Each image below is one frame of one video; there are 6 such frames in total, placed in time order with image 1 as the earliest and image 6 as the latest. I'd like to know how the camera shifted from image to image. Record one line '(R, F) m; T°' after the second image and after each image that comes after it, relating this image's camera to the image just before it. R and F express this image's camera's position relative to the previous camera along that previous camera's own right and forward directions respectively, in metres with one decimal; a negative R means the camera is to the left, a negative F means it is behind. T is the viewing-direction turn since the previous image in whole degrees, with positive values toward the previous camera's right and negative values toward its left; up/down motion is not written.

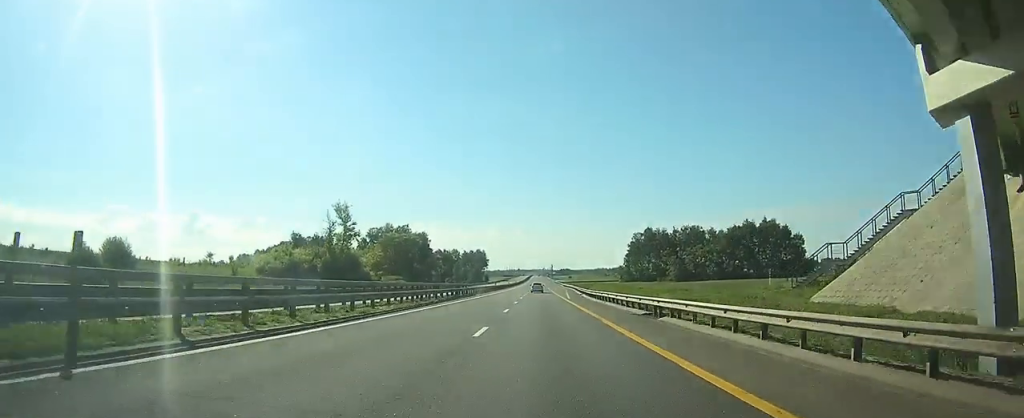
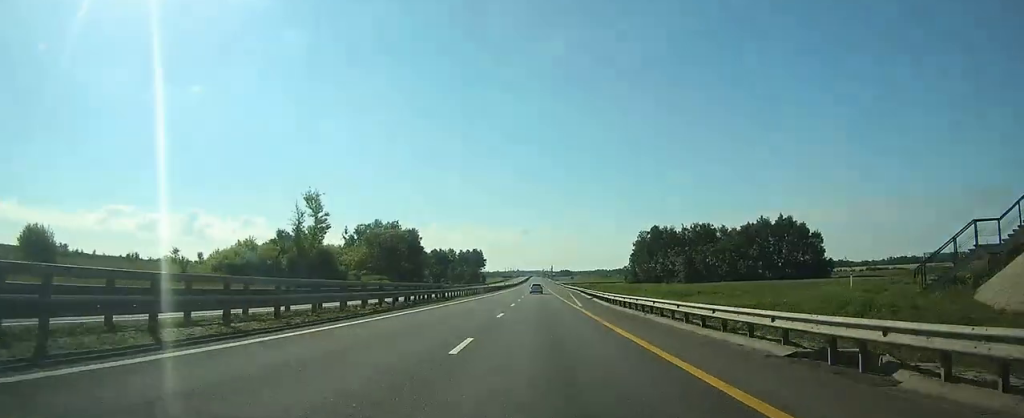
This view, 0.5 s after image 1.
(0.0, +15.6) m; 0°
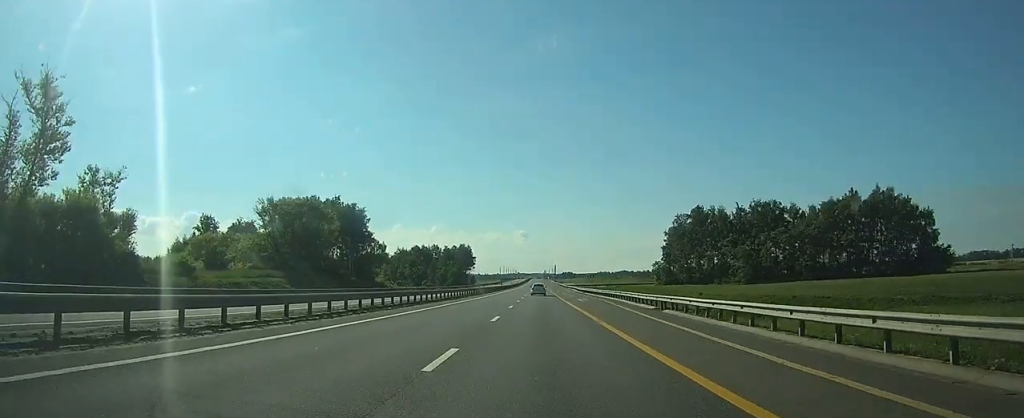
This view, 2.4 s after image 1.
(-0.2, +62.5) m; 0°
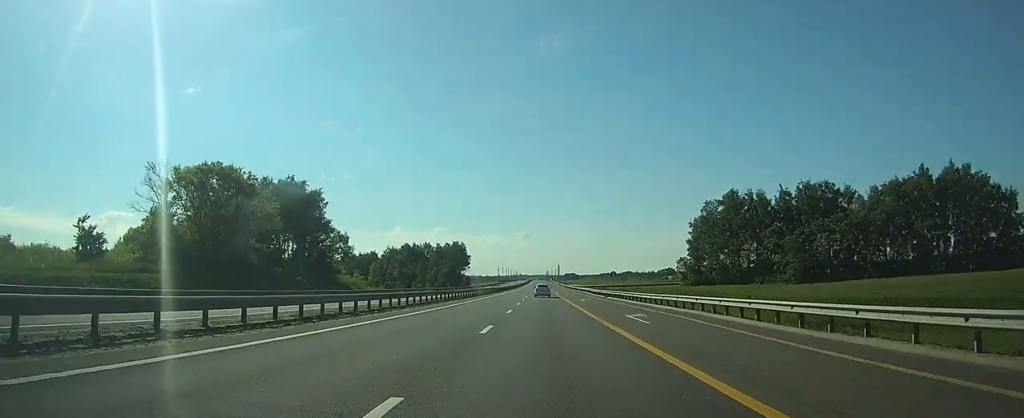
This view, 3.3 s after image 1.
(+0.1, +29.2) m; 0°
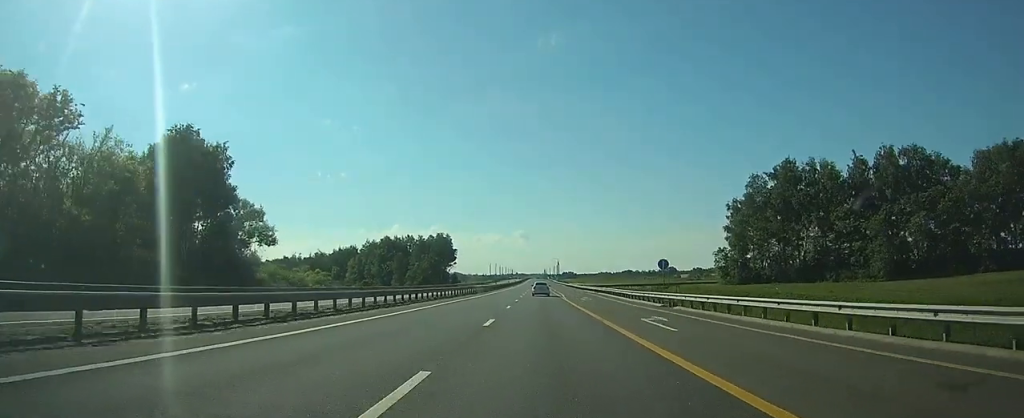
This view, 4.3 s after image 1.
(0.0, +34.3) m; 0°
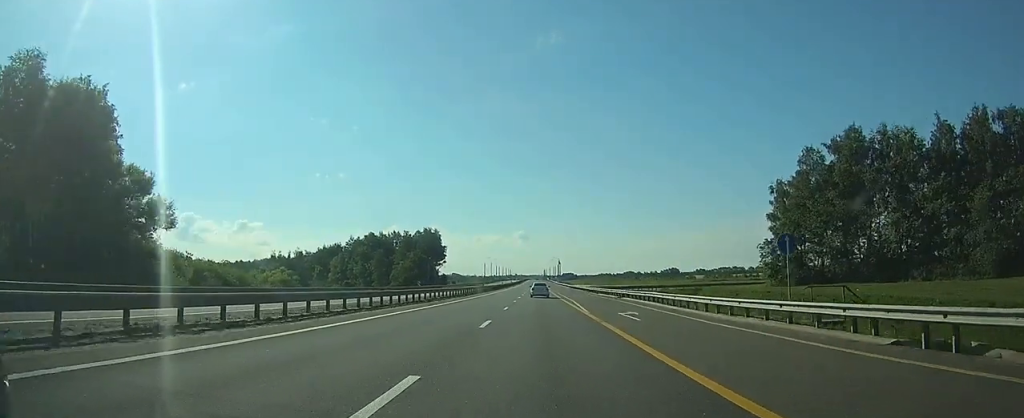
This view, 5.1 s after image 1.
(0.0, +24.4) m; 0°
